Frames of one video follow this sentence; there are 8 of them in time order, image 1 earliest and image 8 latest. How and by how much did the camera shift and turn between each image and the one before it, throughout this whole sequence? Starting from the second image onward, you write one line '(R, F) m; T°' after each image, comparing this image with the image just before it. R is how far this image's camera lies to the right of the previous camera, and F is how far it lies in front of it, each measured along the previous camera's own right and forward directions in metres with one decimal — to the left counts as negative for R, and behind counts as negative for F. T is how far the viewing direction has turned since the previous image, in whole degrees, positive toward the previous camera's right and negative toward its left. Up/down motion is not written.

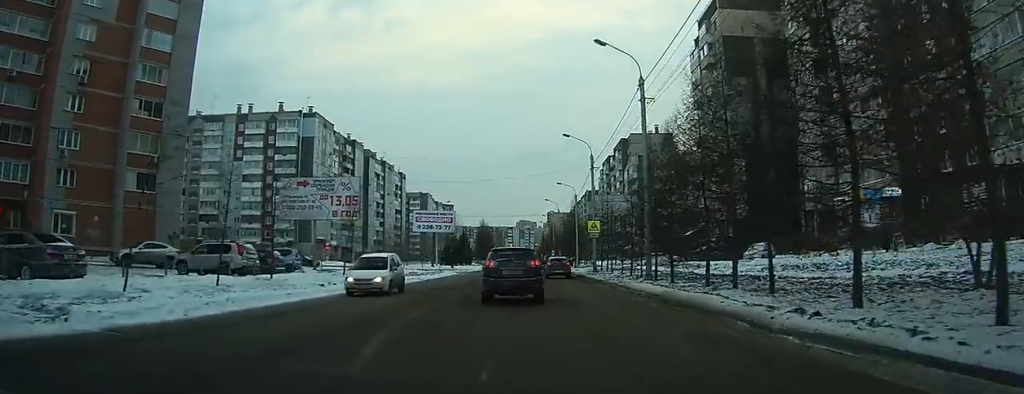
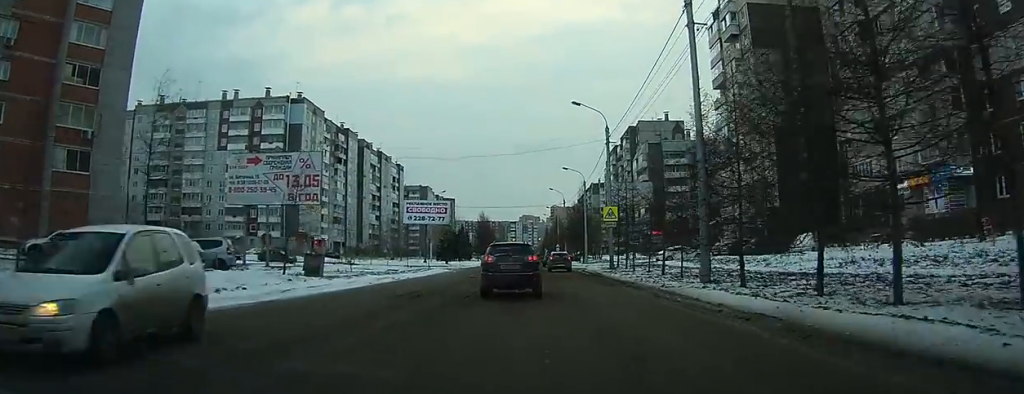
(-0.1, +9.0) m; -1°
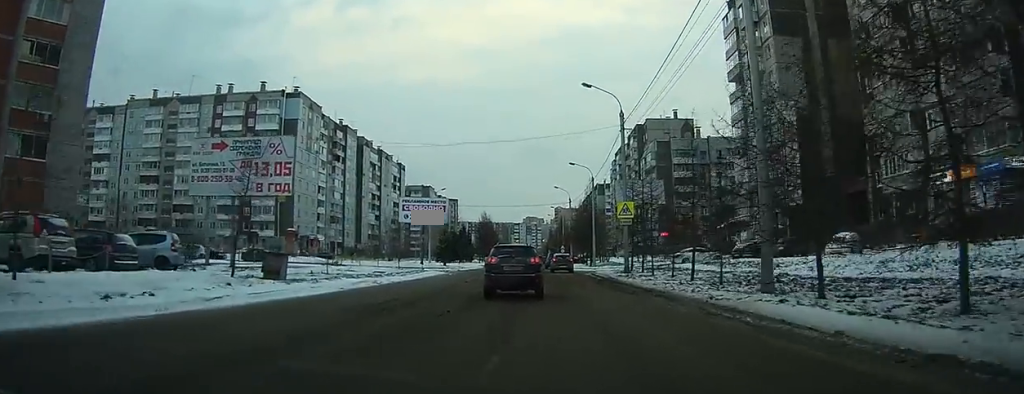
(0.0, +5.0) m; 0°
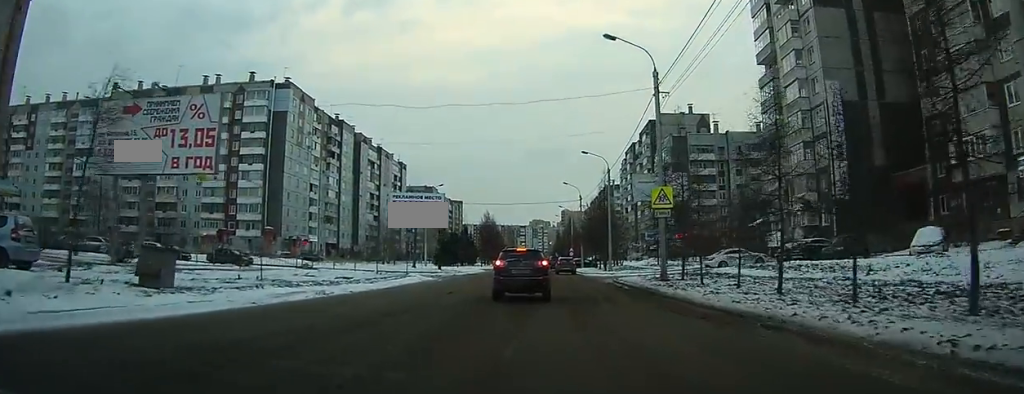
(+0.2, +8.5) m; +1°
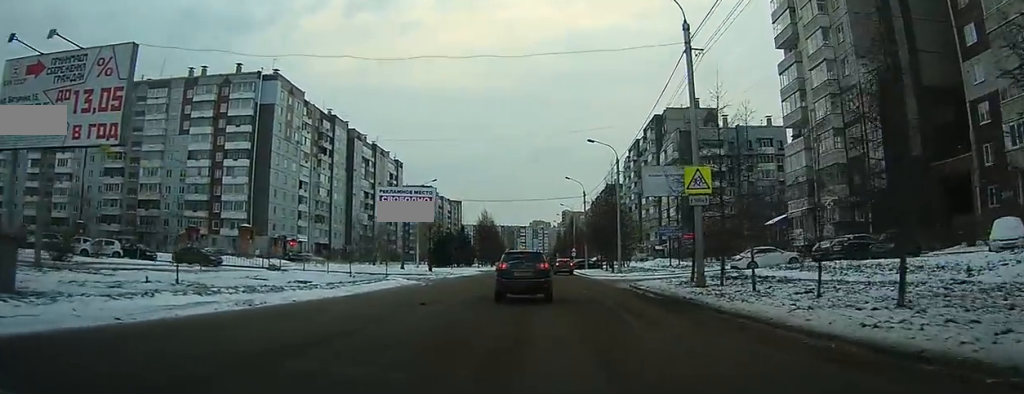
(0.0, +5.7) m; +1°
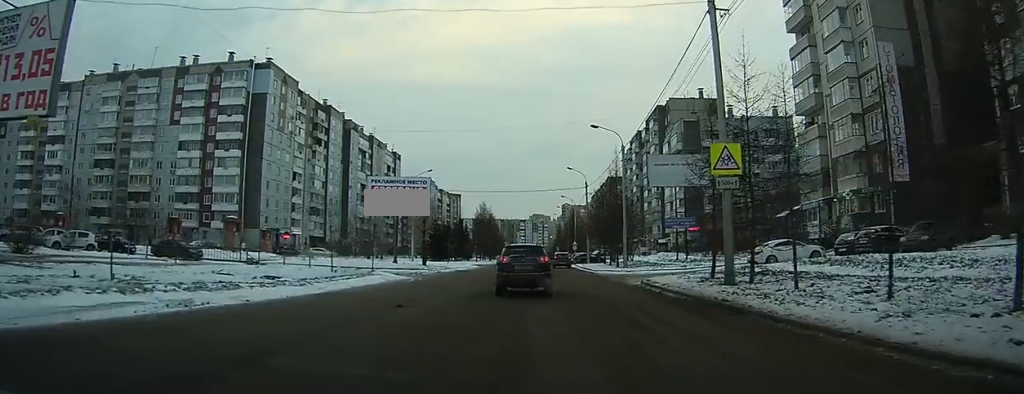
(0.0, +3.0) m; +1°
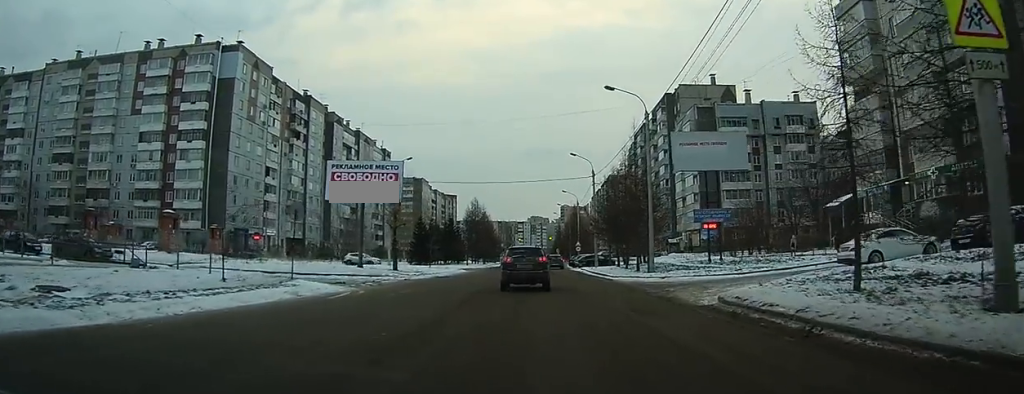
(+0.2, +11.5) m; +2°
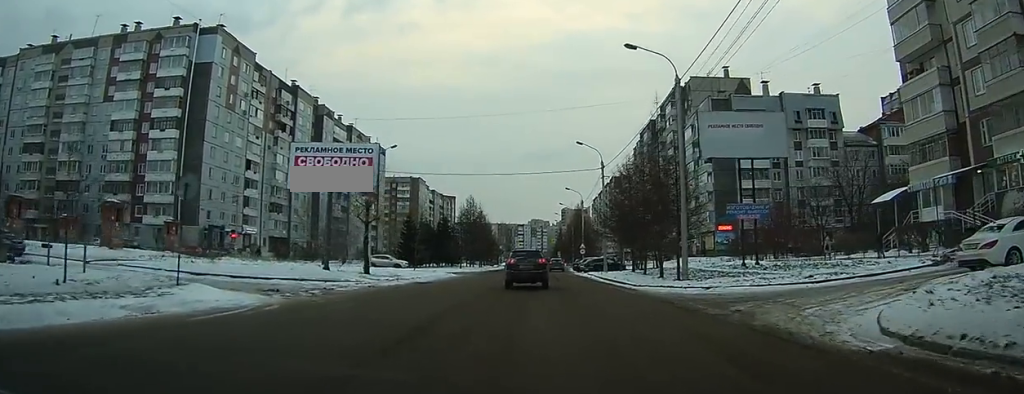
(+0.2, +8.4) m; +1°
